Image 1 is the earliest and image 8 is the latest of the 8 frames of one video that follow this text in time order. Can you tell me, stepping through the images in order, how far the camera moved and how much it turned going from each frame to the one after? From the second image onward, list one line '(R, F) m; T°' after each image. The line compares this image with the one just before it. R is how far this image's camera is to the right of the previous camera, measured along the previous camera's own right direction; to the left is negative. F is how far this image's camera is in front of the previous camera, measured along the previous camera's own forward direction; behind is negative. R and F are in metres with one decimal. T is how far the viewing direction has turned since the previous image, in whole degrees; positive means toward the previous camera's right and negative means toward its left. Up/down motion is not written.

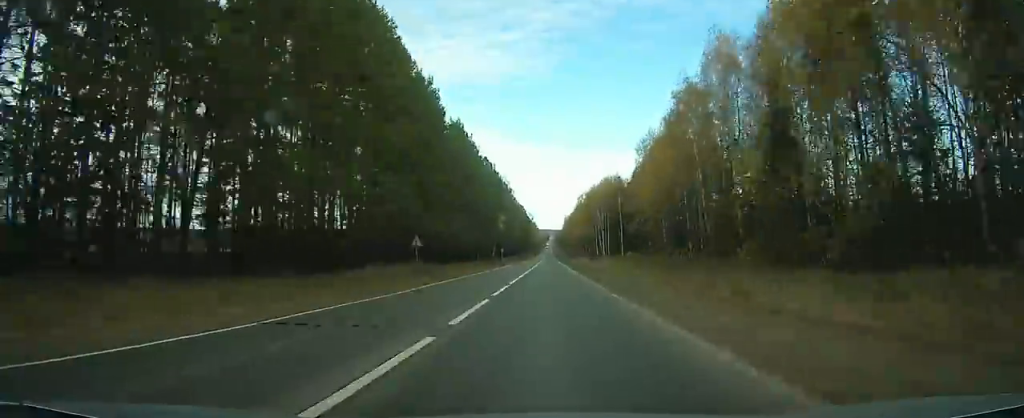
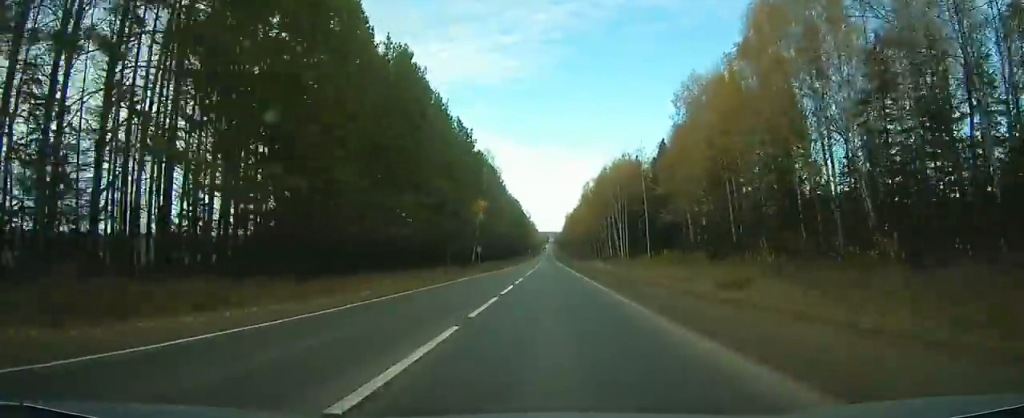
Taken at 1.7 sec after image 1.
(0.0, +37.8) m; 0°
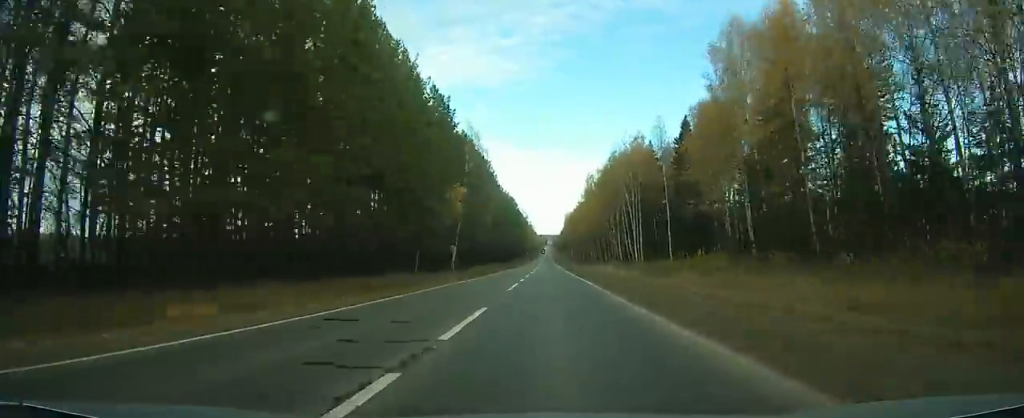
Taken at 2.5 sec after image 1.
(0.0, +20.0) m; 0°
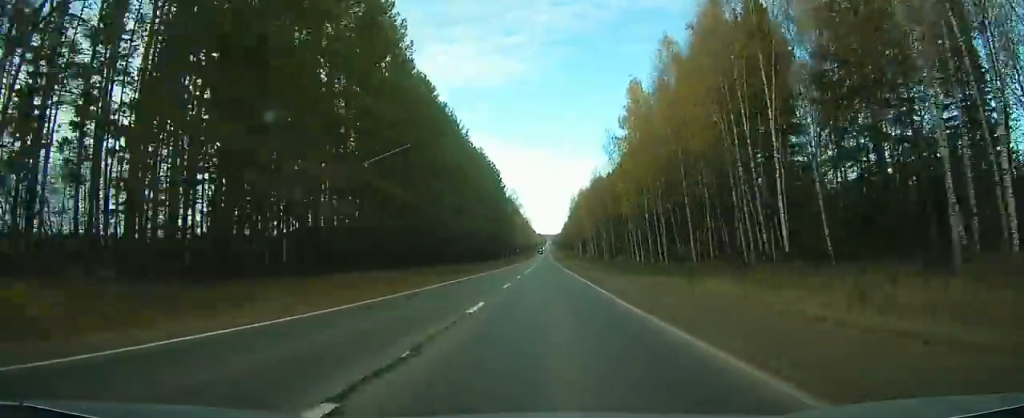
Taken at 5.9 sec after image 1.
(-0.2, +80.9) m; 0°
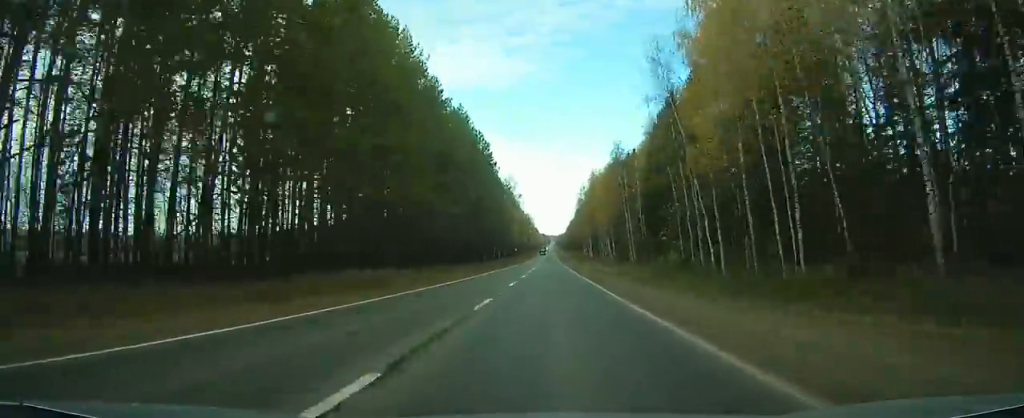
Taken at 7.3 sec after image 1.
(+0.1, +34.4) m; +3°
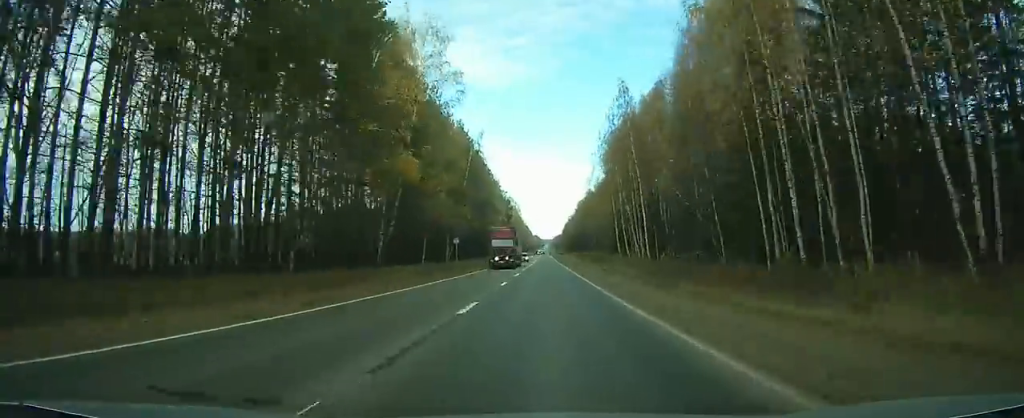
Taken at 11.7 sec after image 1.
(-2.2, +108.8) m; -6°
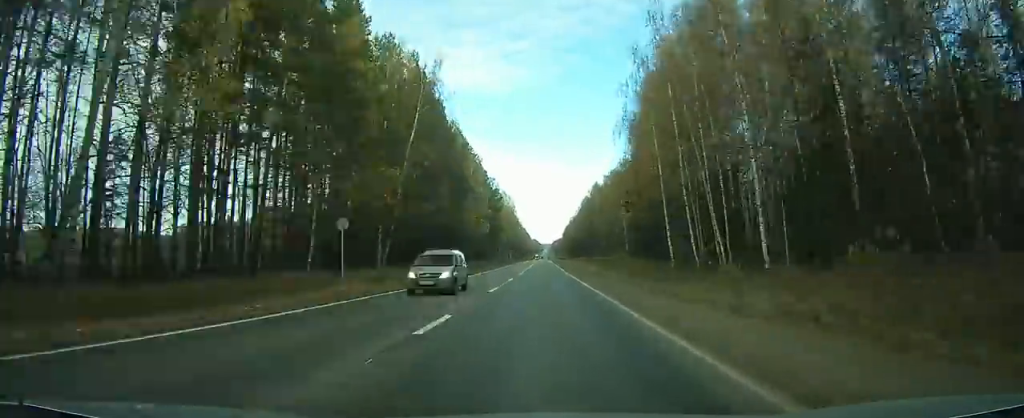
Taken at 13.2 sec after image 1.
(-0.5, +40.1) m; +1°
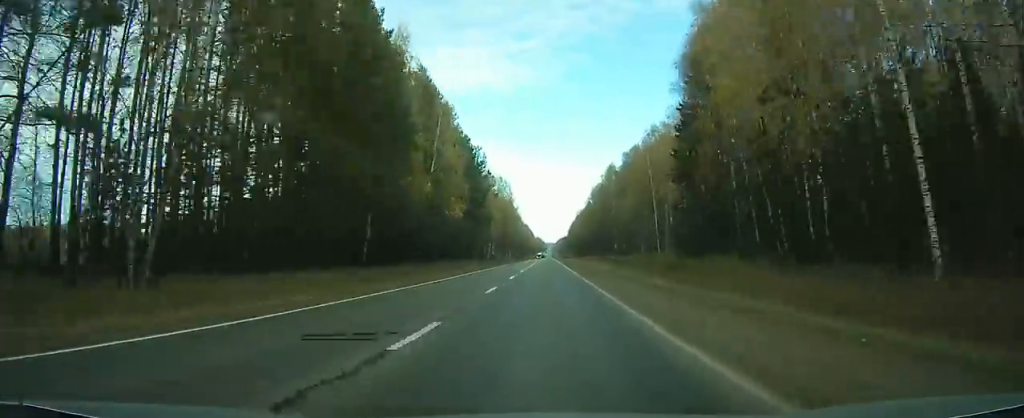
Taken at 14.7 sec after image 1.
(+1.9, +38.4) m; +3°
